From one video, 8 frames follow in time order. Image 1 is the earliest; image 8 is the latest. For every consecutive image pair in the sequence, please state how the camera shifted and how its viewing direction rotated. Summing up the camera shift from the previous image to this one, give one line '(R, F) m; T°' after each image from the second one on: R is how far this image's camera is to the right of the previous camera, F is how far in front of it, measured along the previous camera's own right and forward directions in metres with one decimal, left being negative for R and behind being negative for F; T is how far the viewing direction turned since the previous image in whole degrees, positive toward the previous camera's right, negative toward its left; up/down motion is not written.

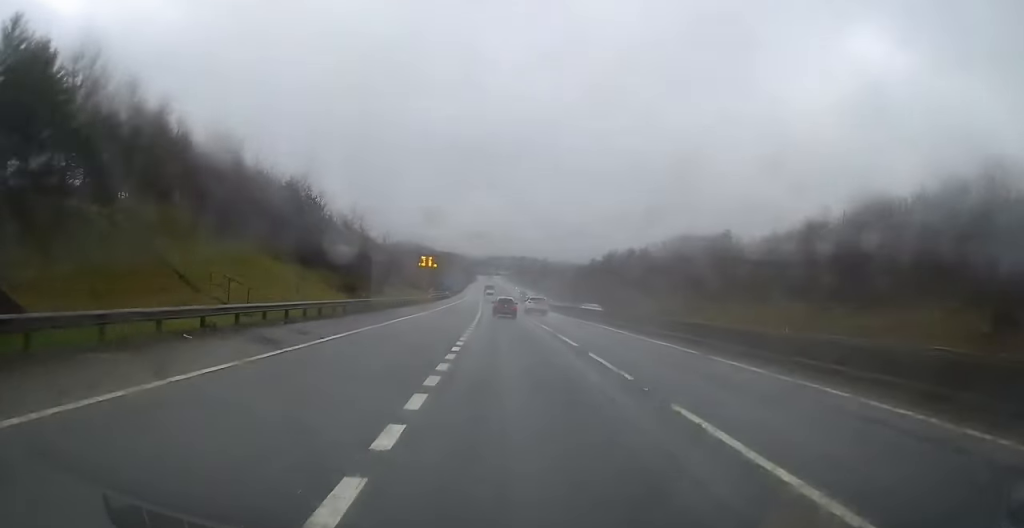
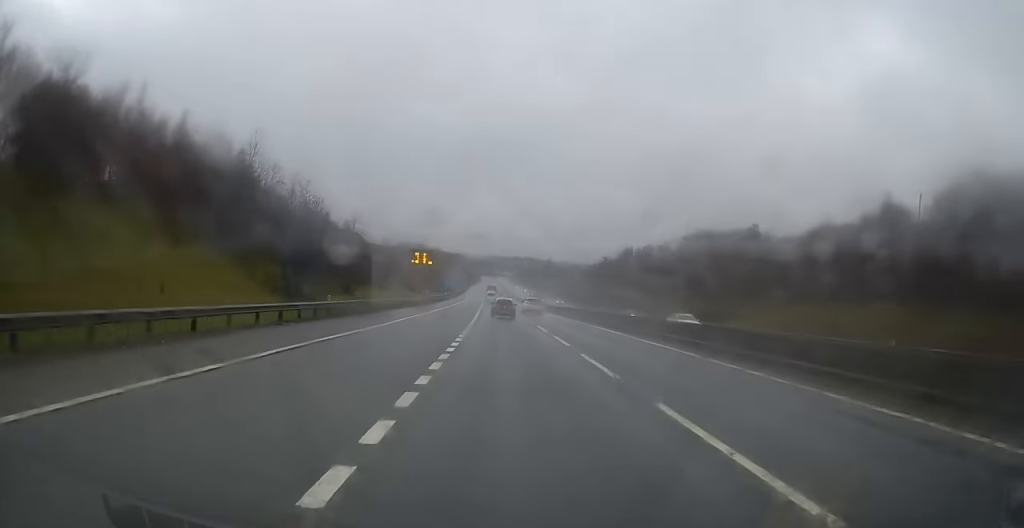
(0.0, +16.9) m; -1°
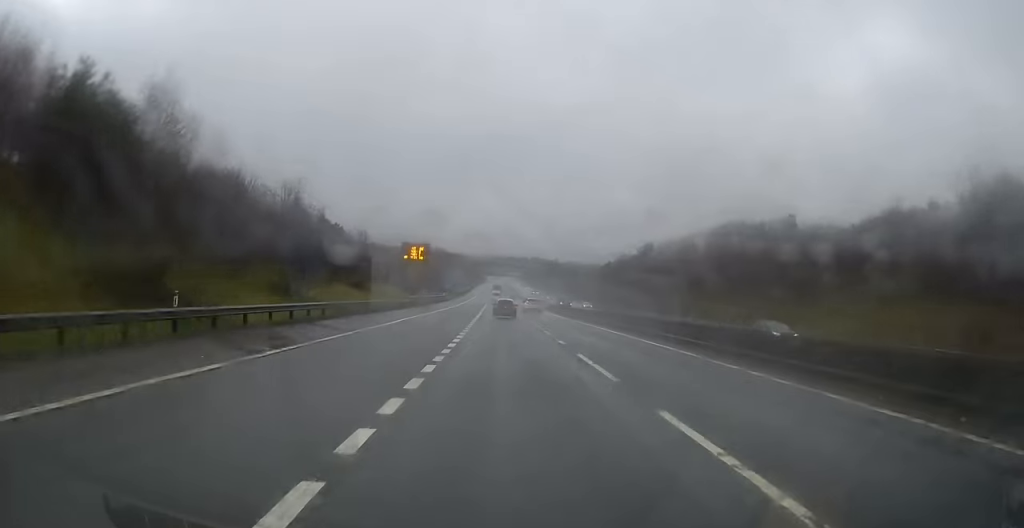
(-0.2, +17.7) m; -1°
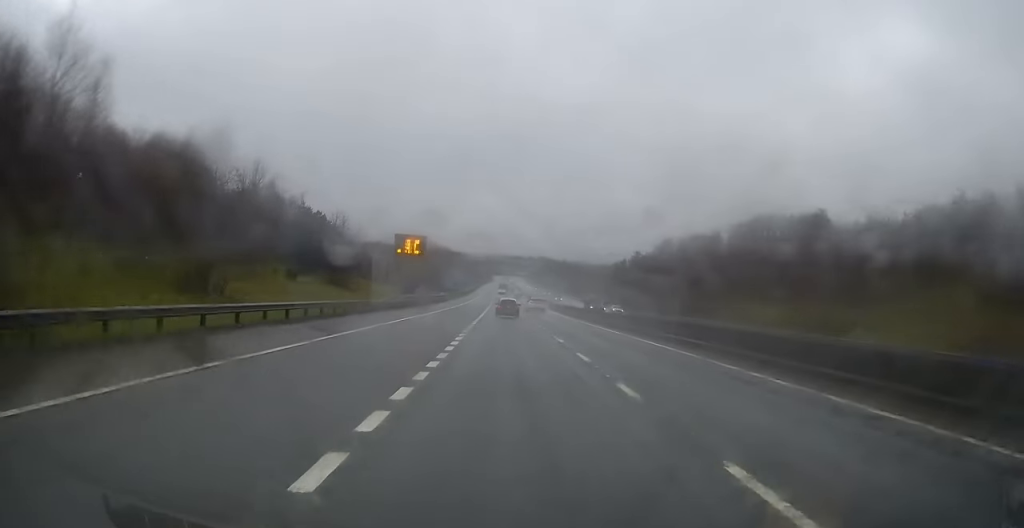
(-0.1, +12.1) m; 0°
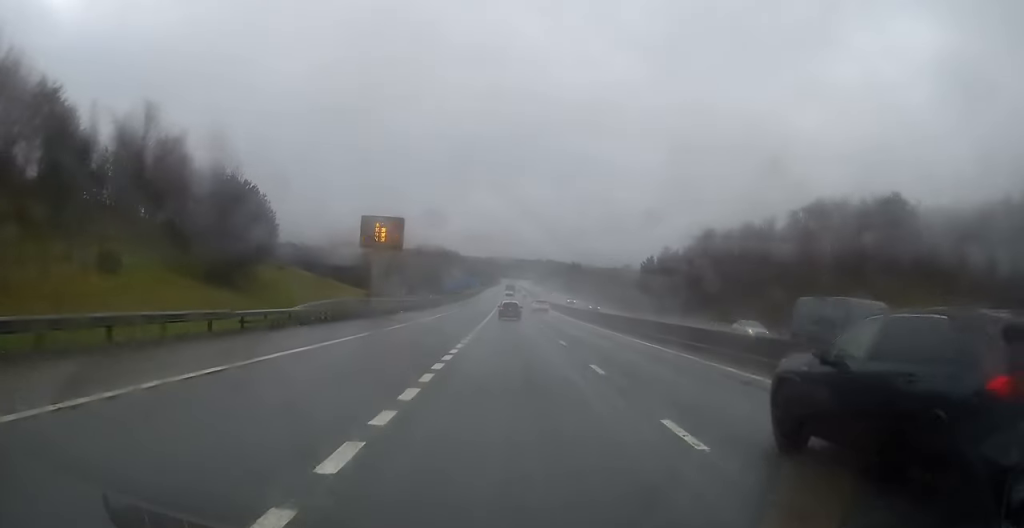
(-0.2, +25.0) m; -1°
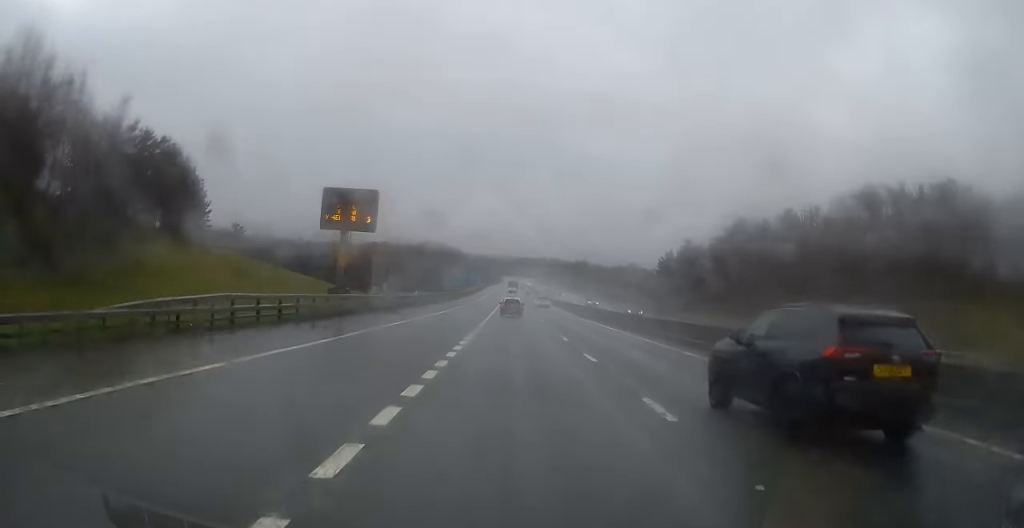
(-0.1, +15.3) m; 0°
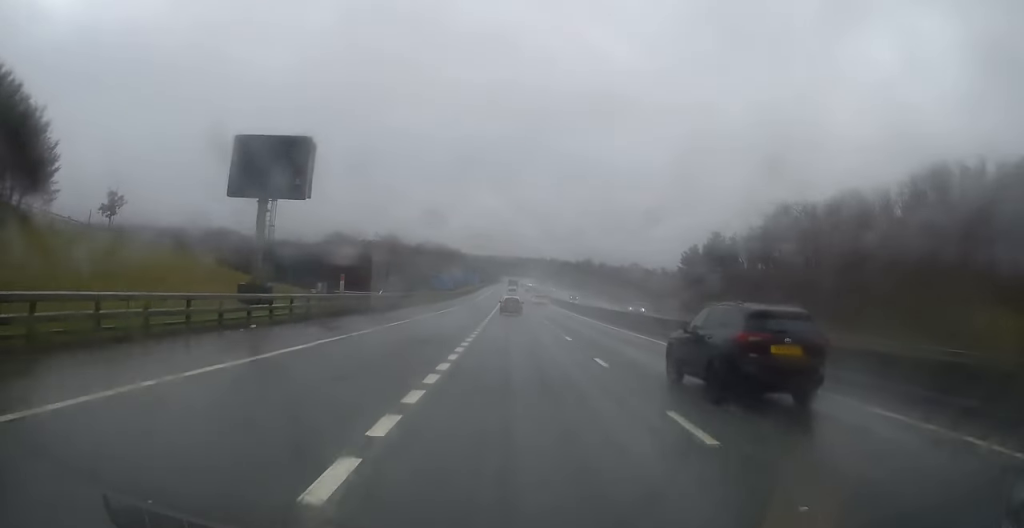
(-0.1, +17.8) m; 0°
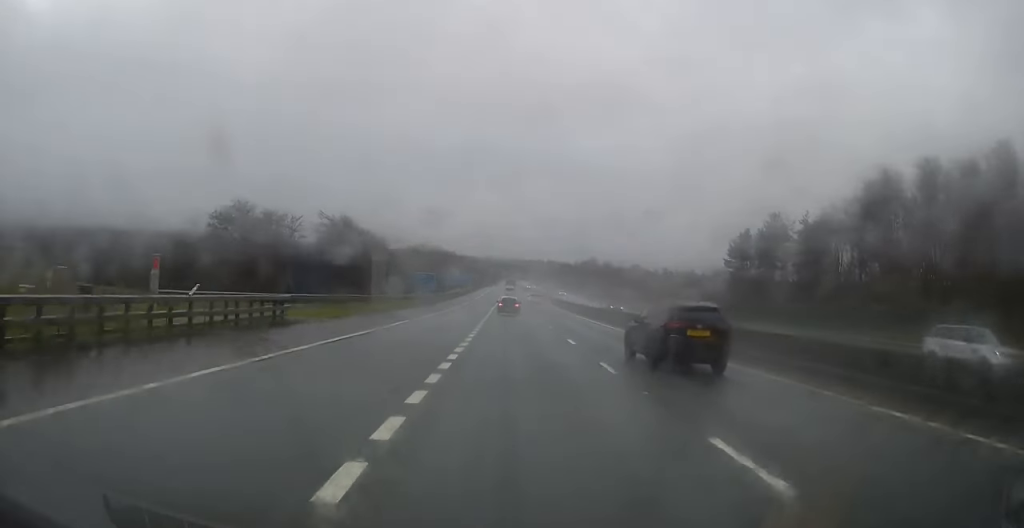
(0.0, +27.6) m; 0°
